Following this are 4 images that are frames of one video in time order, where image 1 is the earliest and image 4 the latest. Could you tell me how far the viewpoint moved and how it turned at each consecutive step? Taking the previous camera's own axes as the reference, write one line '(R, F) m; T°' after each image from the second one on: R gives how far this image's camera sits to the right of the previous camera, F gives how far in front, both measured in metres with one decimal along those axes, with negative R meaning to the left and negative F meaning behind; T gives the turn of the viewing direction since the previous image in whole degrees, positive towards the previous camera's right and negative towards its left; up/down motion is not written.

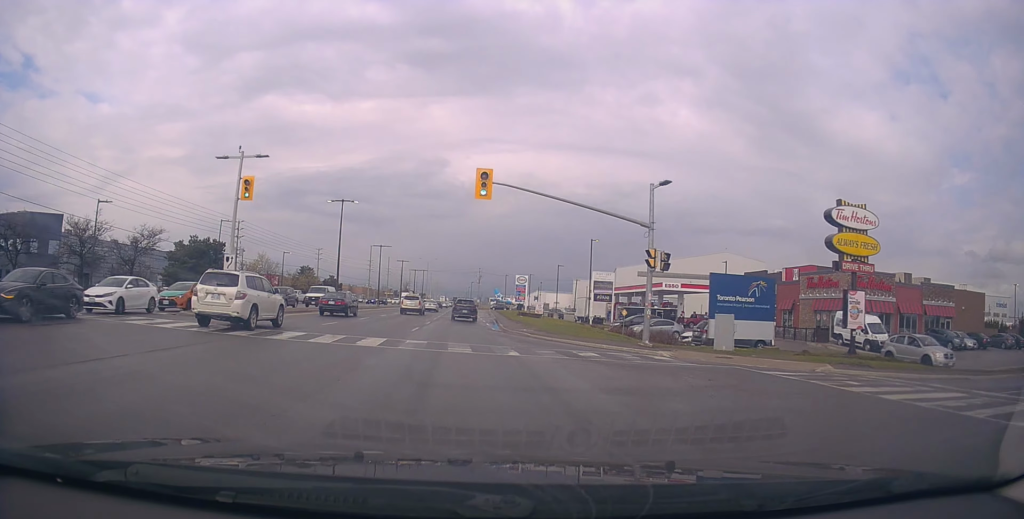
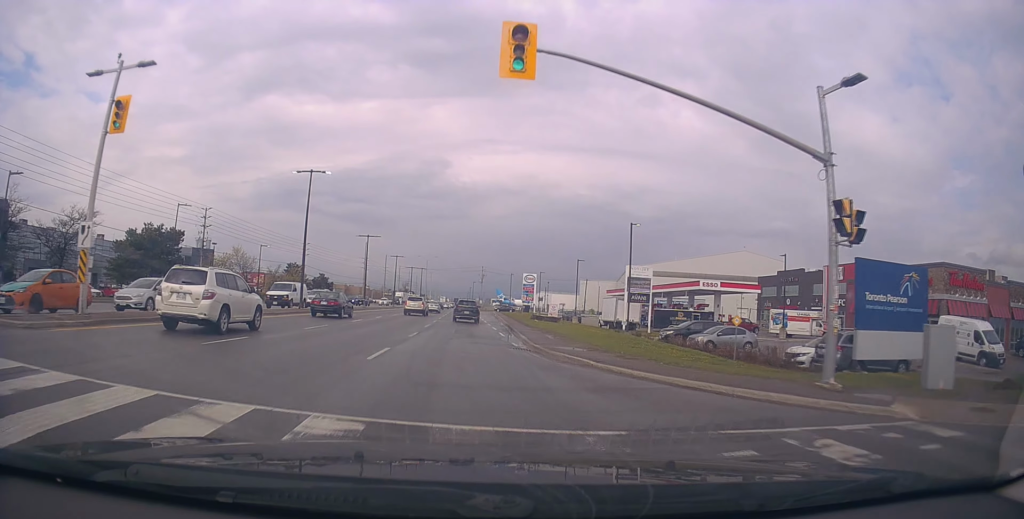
(+0.2, +11.7) m; +1°
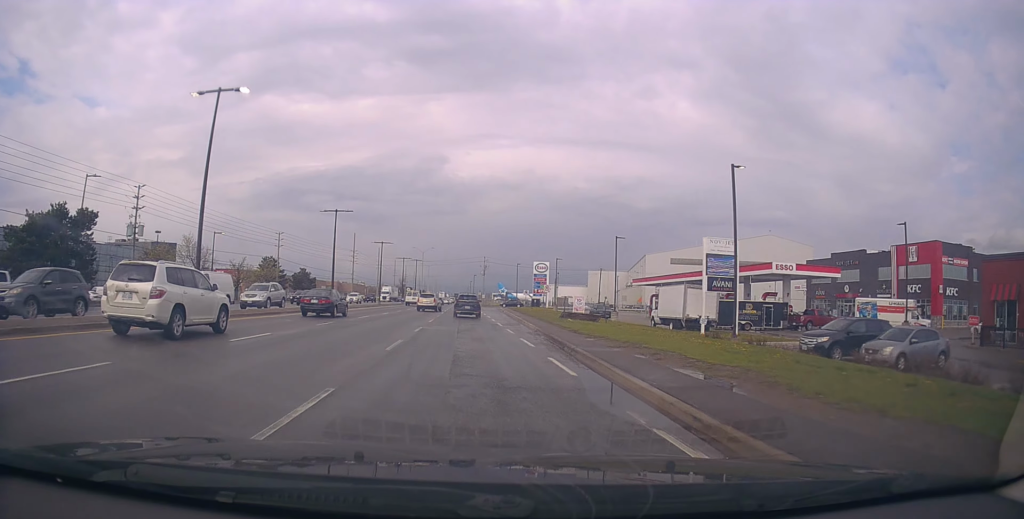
(+0.1, +15.4) m; 0°
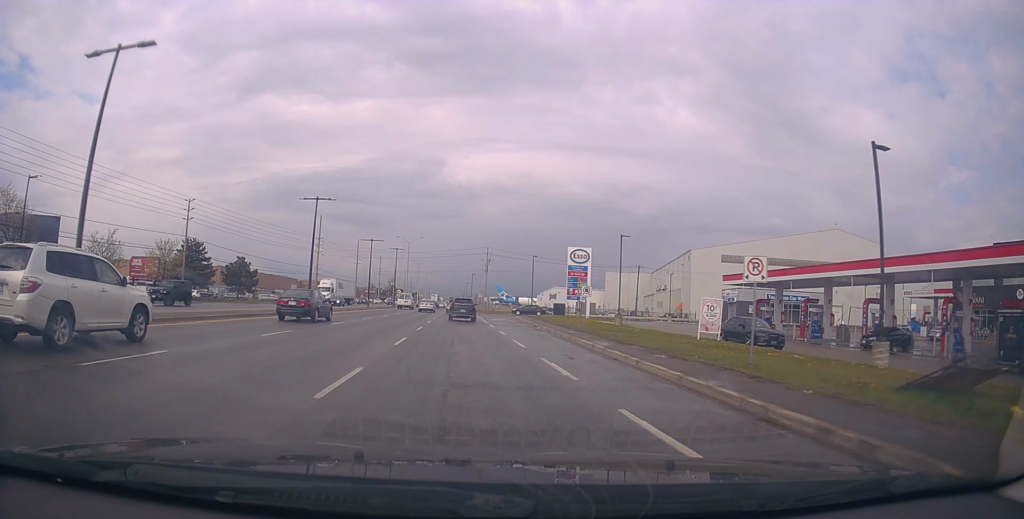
(-0.9, +32.3) m; -1°
